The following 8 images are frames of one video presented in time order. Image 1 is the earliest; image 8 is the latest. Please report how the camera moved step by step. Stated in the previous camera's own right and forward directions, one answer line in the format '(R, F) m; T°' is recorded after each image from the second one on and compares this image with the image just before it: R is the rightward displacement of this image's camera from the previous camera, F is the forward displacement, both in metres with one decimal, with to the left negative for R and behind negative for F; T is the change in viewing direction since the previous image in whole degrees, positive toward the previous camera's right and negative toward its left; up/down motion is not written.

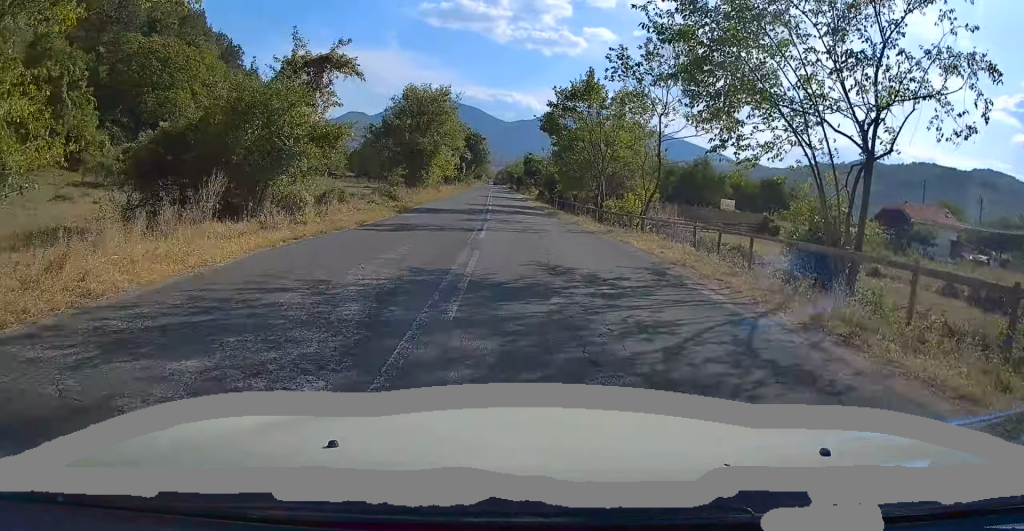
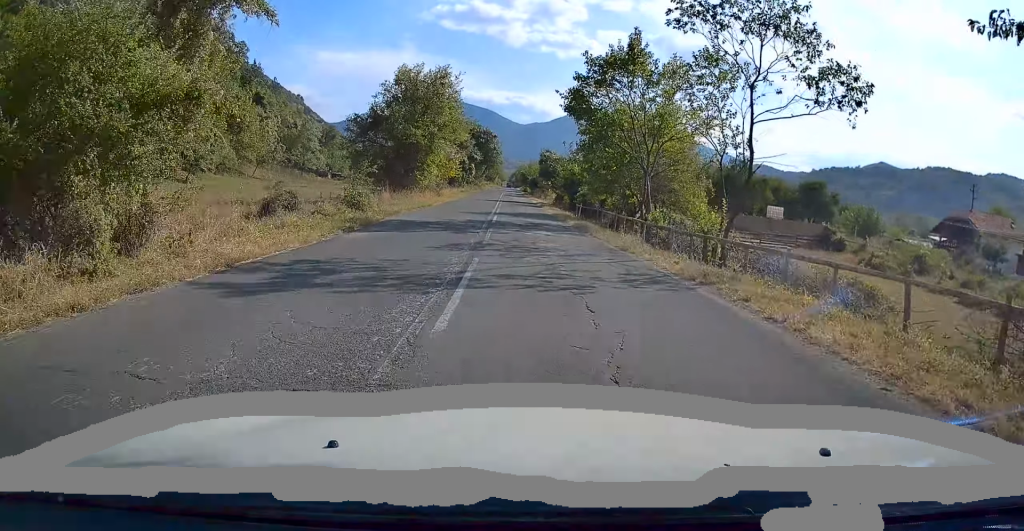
(0.0, +9.2) m; -1°
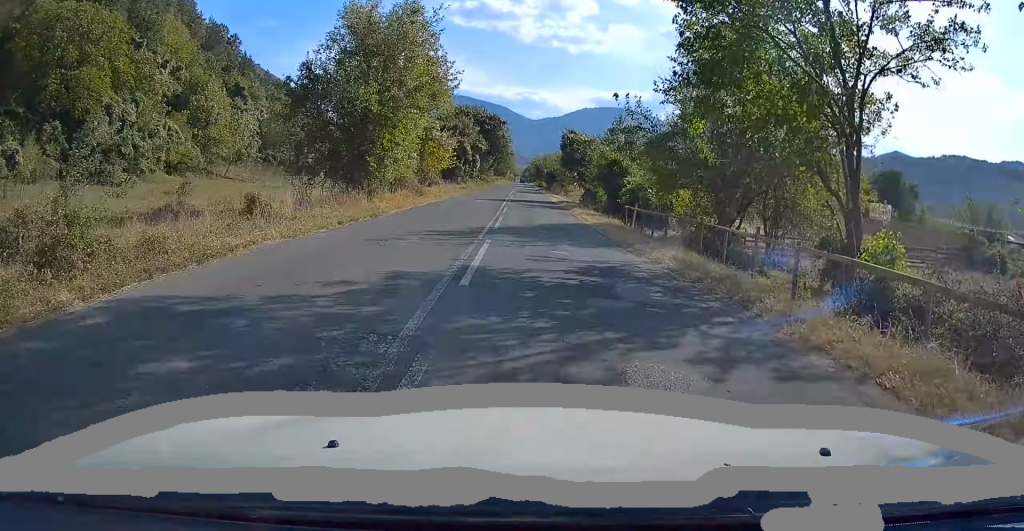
(-0.4, +16.0) m; -1°
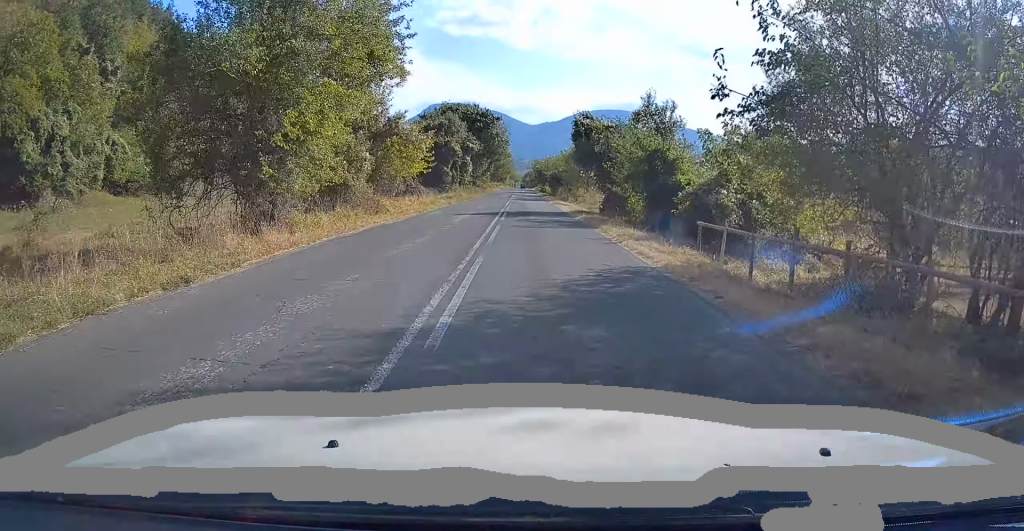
(0.0, +11.6) m; 0°
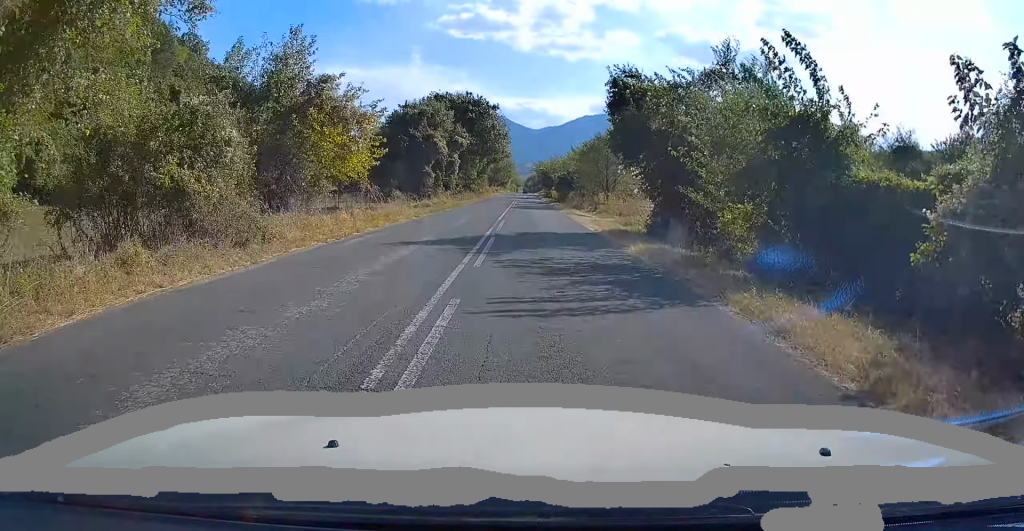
(+0.1, +13.0) m; 0°
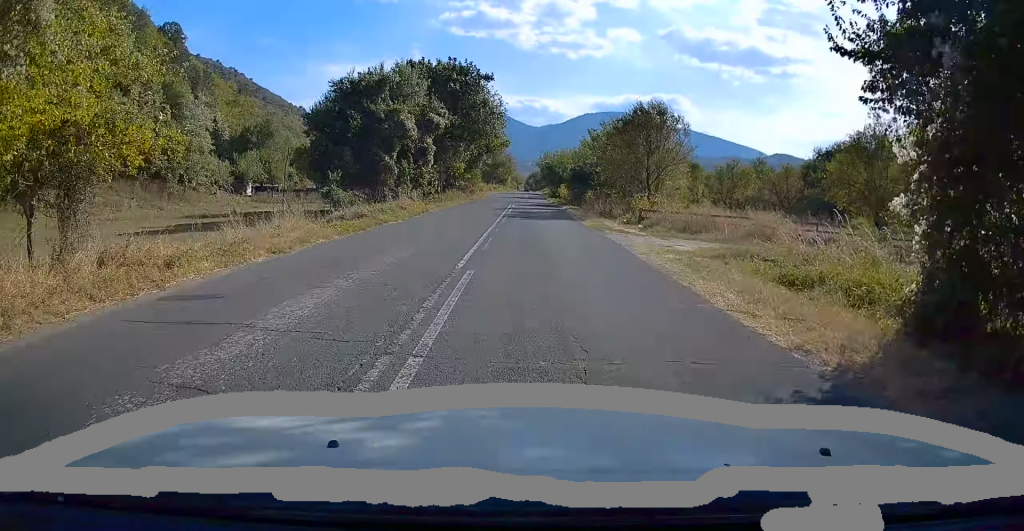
(0.0, +15.7) m; 0°
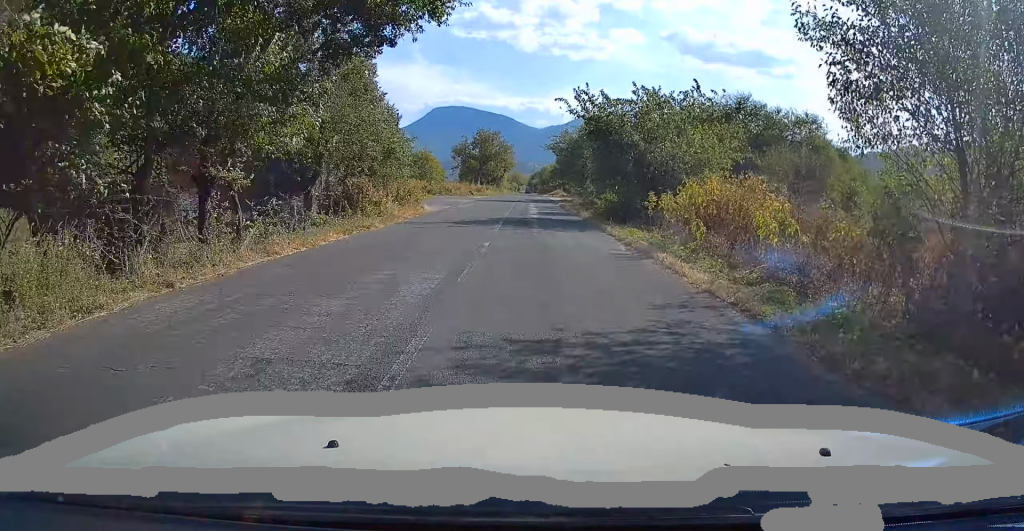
(-0.3, +48.6) m; 0°
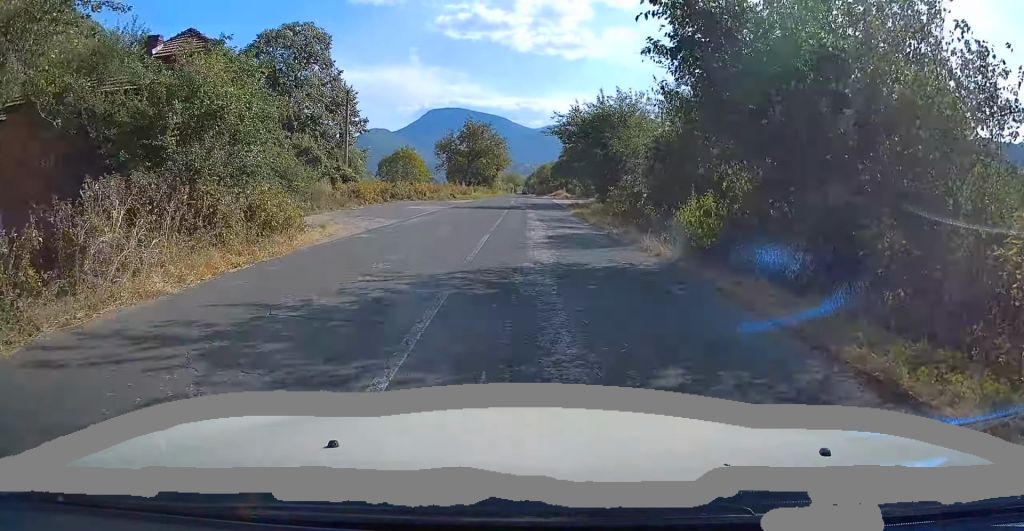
(+0.2, +16.2) m; 0°
